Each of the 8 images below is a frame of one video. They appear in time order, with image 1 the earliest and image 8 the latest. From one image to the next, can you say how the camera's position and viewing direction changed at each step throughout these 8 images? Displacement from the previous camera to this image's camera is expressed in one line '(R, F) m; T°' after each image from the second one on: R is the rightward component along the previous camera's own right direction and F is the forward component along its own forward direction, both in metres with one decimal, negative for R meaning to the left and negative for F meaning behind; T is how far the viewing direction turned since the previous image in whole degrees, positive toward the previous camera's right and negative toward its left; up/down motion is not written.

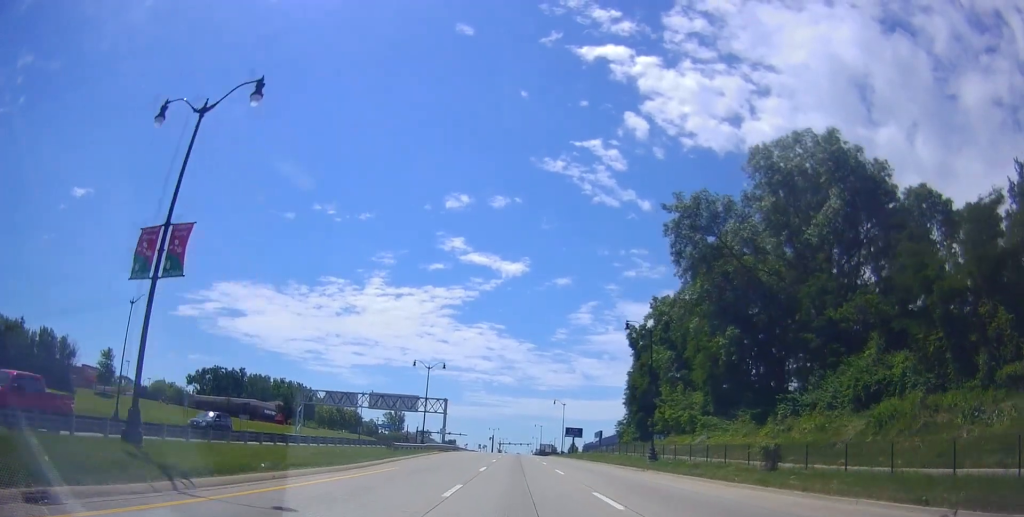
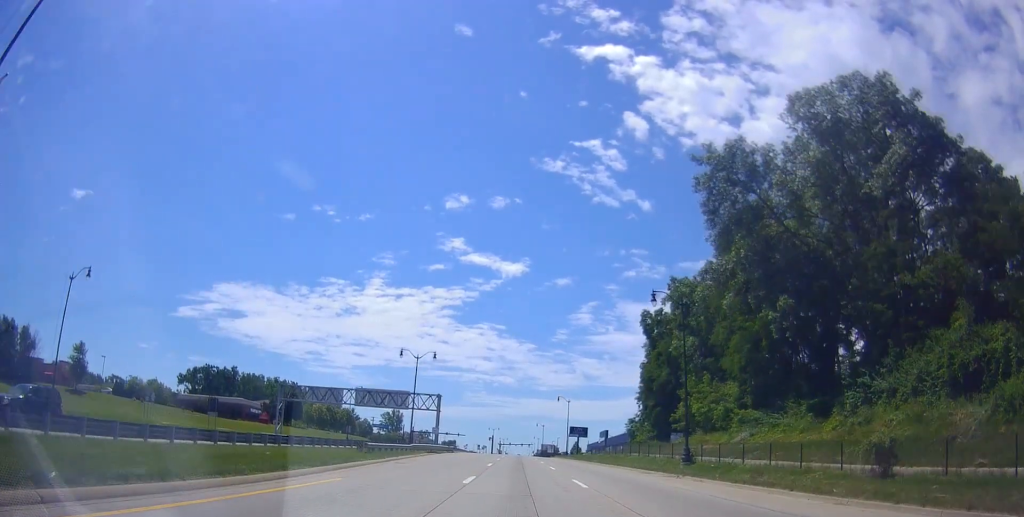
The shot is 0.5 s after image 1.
(+0.1, +9.1) m; 0°
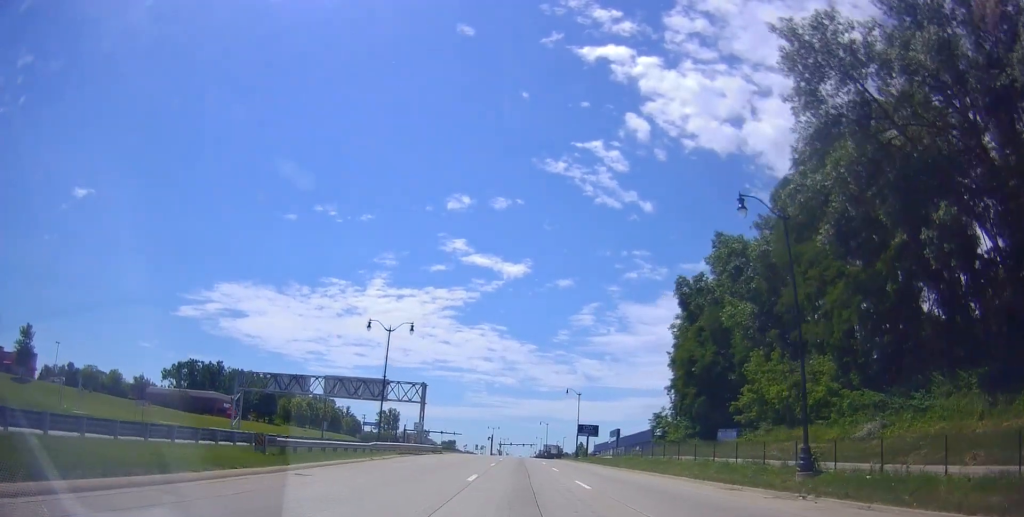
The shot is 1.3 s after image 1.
(-0.3, +15.6) m; 0°
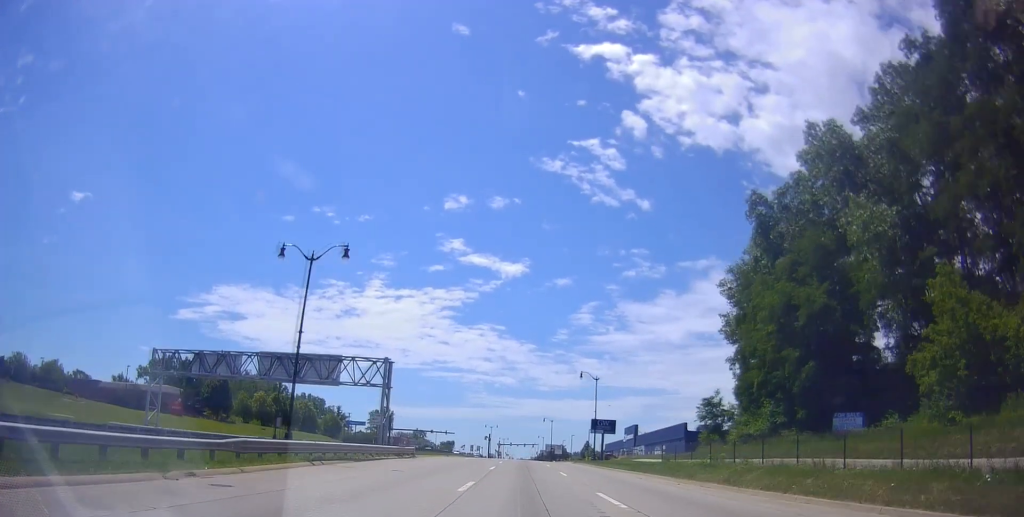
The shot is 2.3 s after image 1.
(+0.4, +20.0) m; -1°
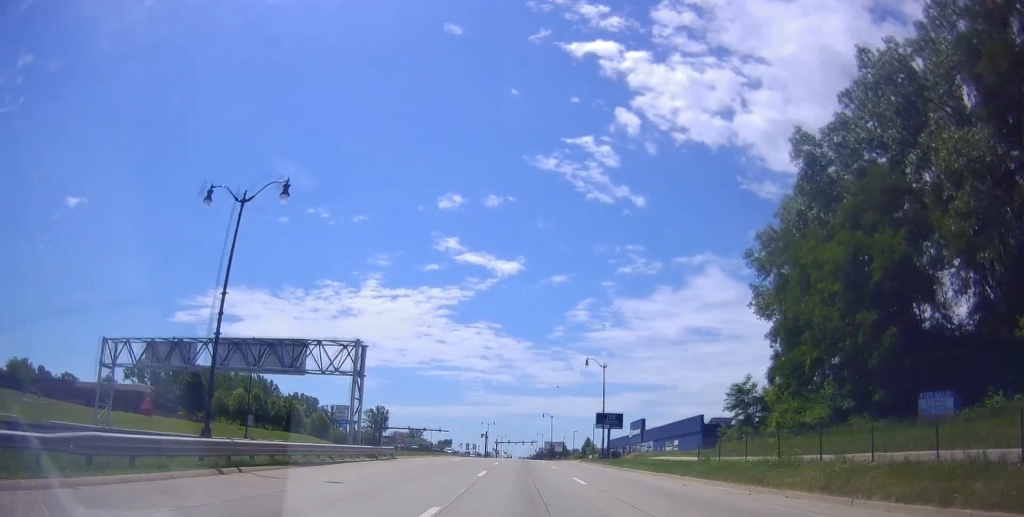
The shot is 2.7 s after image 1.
(-0.3, +8.3) m; 0°
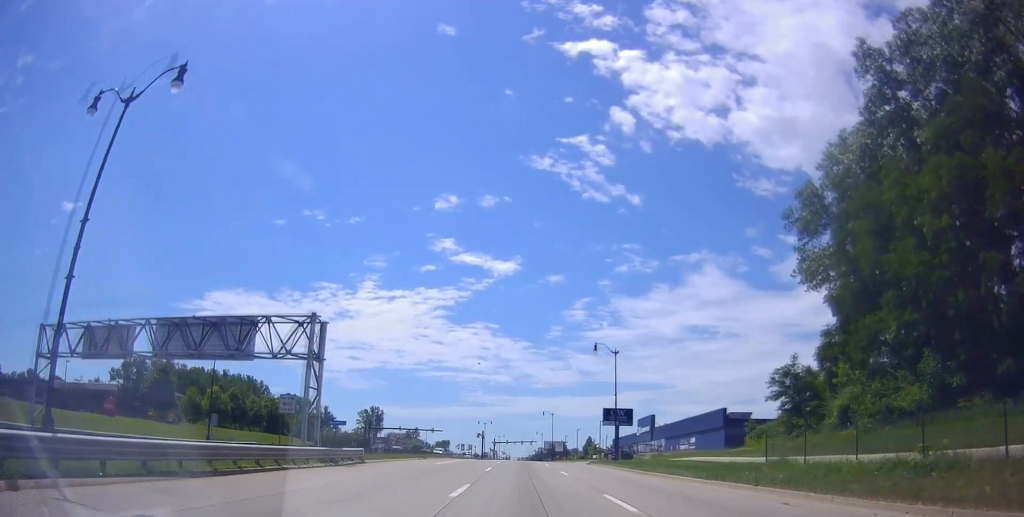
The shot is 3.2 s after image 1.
(-0.4, +8.9) m; 0°
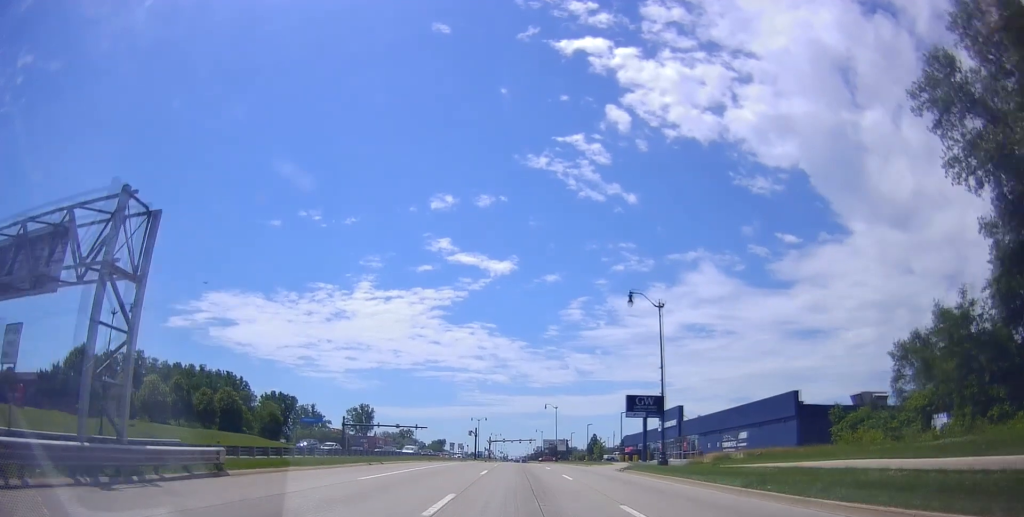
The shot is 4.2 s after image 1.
(+0.6, +18.2) m; +2°
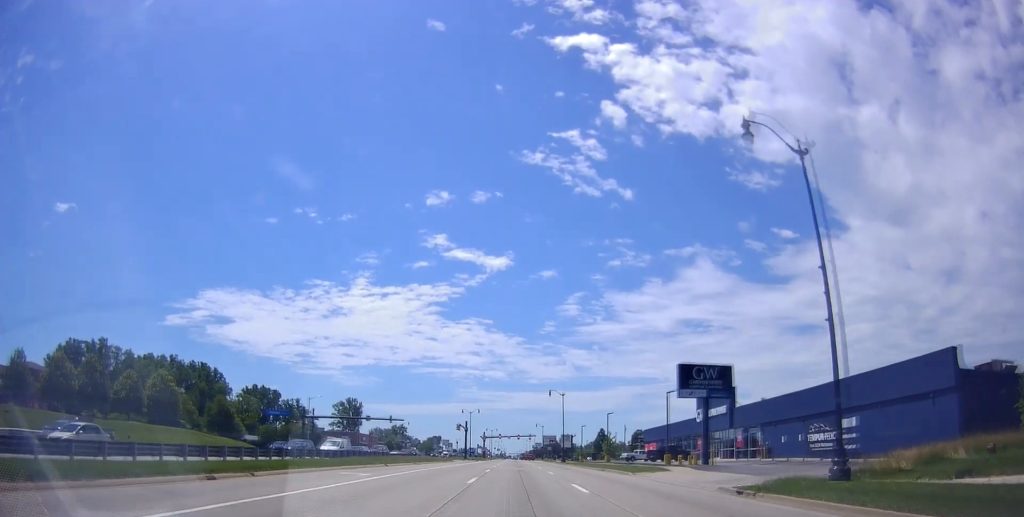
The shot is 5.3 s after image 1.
(+0.2, +20.9) m; 0°
